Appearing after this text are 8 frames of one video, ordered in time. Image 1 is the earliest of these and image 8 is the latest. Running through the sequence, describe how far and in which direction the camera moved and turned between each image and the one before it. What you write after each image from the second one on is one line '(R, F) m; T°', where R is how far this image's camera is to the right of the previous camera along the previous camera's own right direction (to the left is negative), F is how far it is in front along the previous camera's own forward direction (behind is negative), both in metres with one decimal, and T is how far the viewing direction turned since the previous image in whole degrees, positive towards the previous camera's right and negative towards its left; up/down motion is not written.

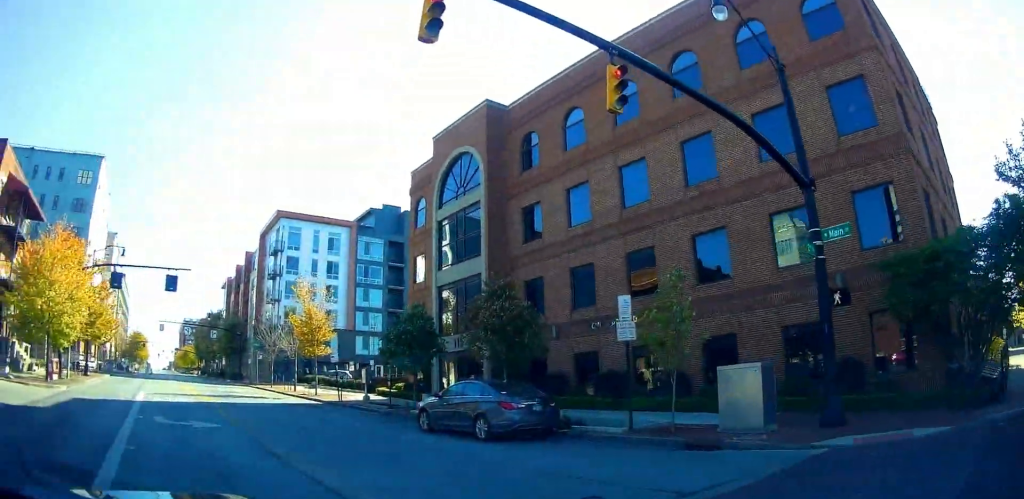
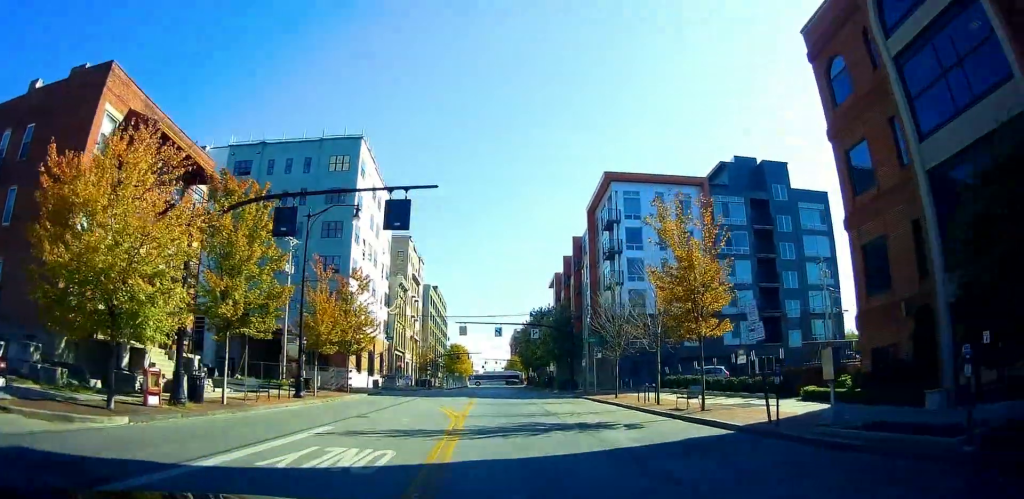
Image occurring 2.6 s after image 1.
(-4.2, +15.7) m; -17°
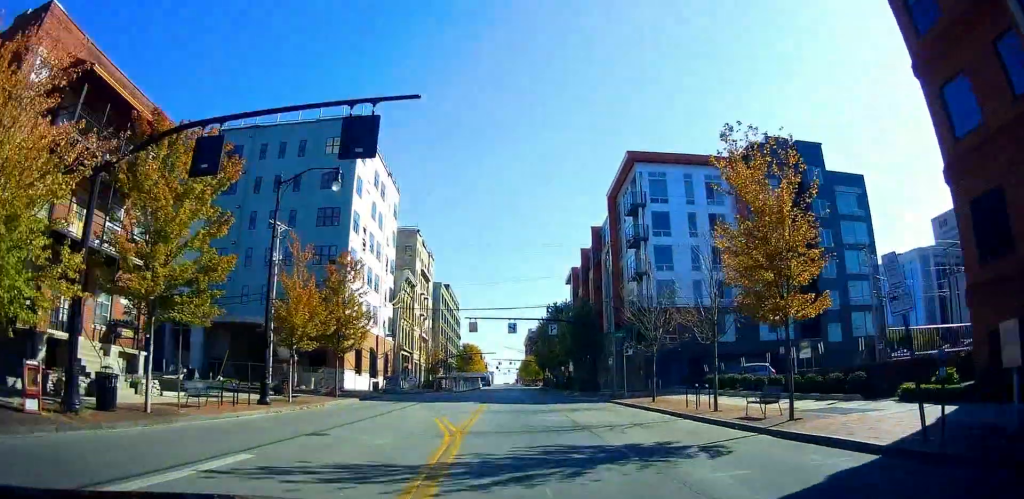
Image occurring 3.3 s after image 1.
(0.0, +5.2) m; -1°
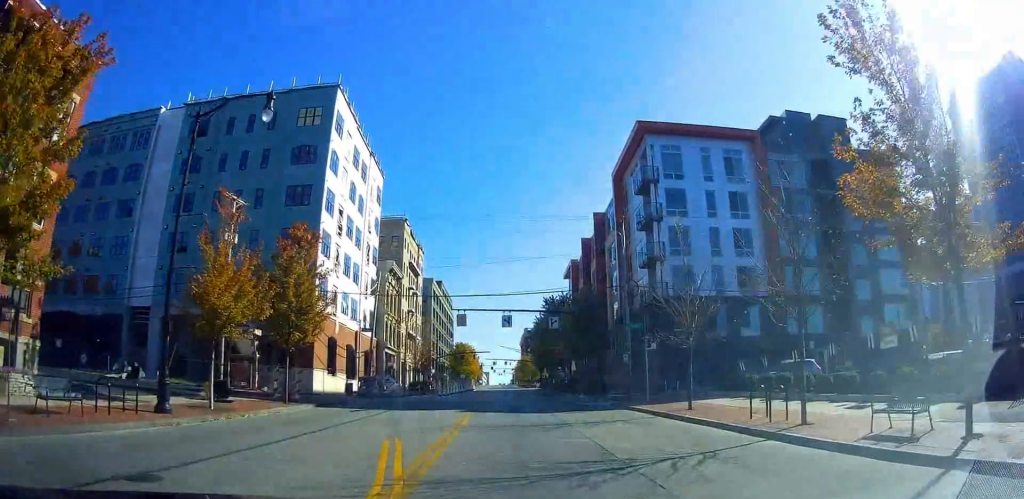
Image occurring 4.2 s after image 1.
(0.0, +6.5) m; -6°
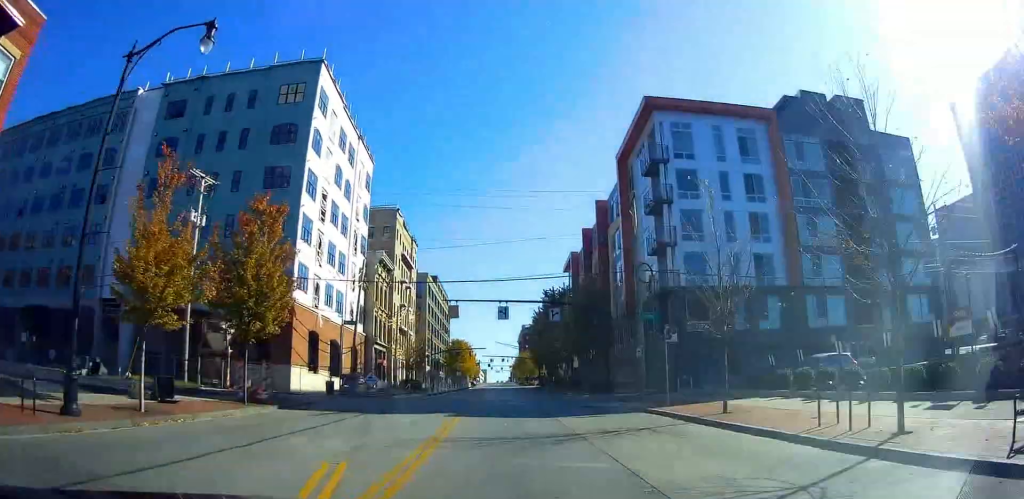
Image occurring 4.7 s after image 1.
(-0.4, +4.0) m; -3°
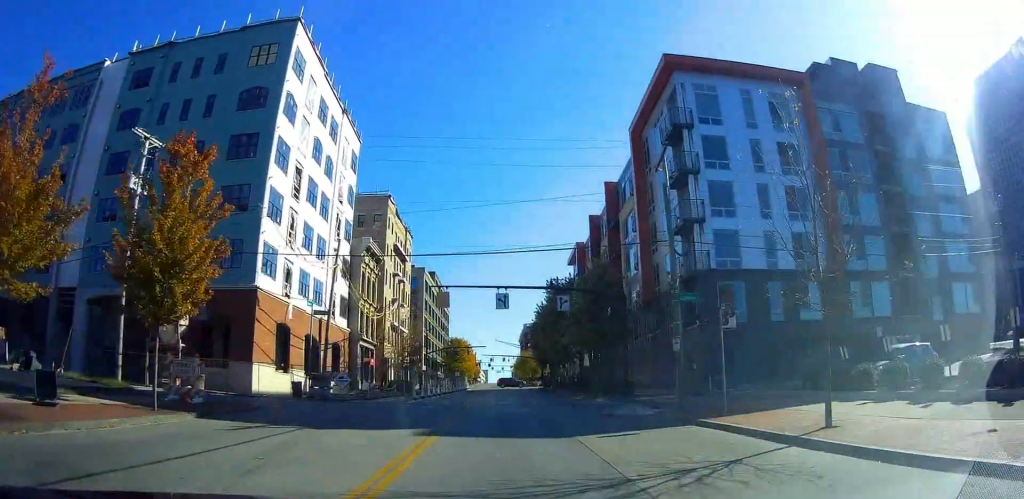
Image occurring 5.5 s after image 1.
(-0.3, +6.2) m; -4°
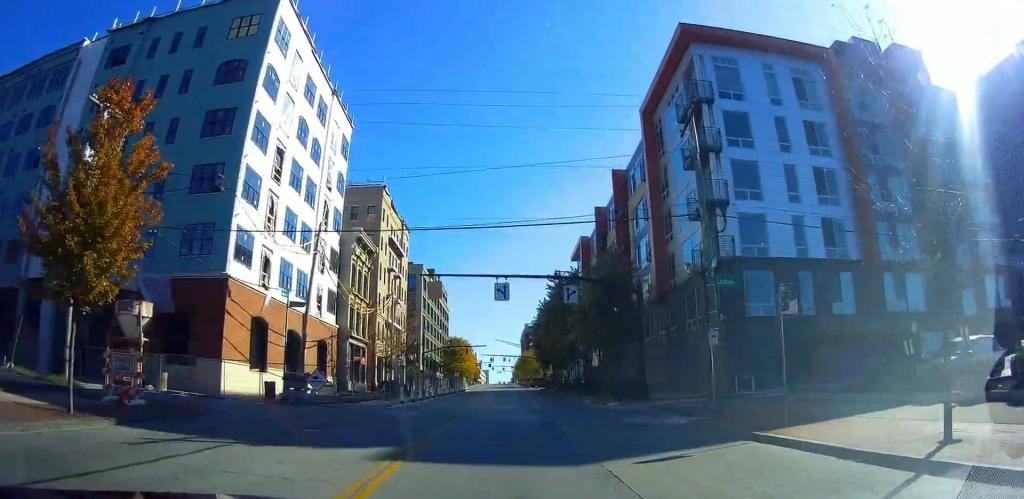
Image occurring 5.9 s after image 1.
(-0.1, +3.5) m; 0°
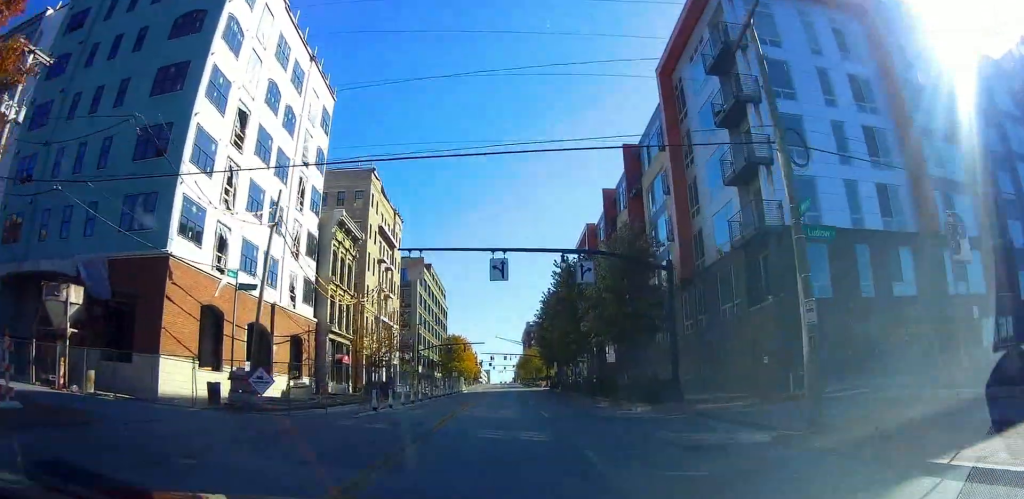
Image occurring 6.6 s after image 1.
(0.0, +5.8) m; +3°
